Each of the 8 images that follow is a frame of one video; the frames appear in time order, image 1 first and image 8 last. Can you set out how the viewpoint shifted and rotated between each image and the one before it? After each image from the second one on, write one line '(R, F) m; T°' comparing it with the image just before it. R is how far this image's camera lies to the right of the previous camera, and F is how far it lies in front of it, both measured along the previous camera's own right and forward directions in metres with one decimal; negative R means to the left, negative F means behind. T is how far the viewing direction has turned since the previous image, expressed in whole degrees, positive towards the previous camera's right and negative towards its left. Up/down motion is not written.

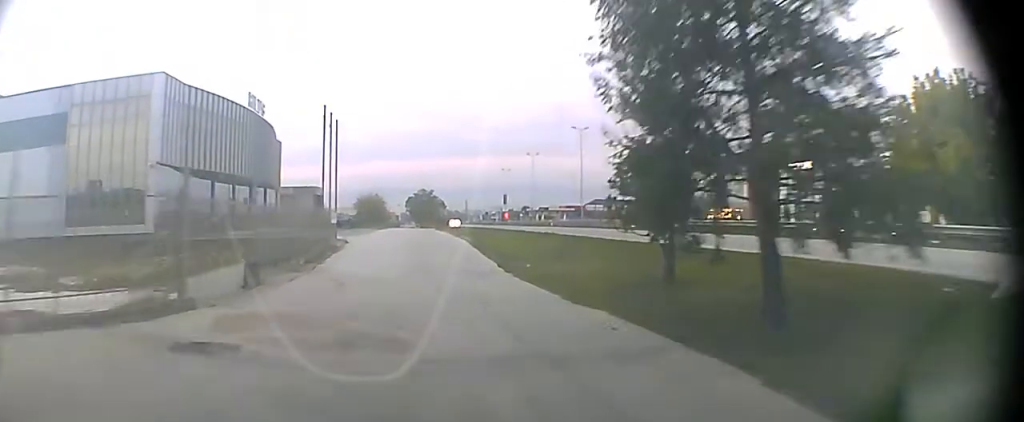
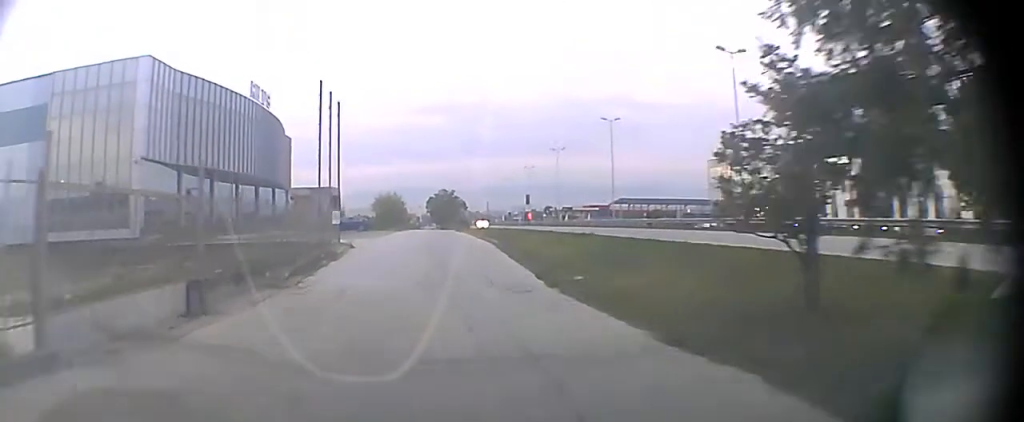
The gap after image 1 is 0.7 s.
(0.0, +5.5) m; -2°
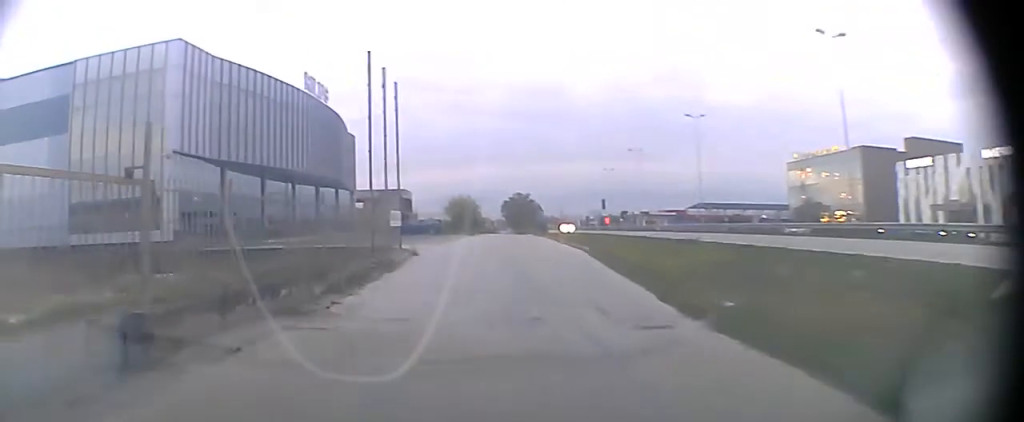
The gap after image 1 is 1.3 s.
(-0.1, +4.5) m; -2°
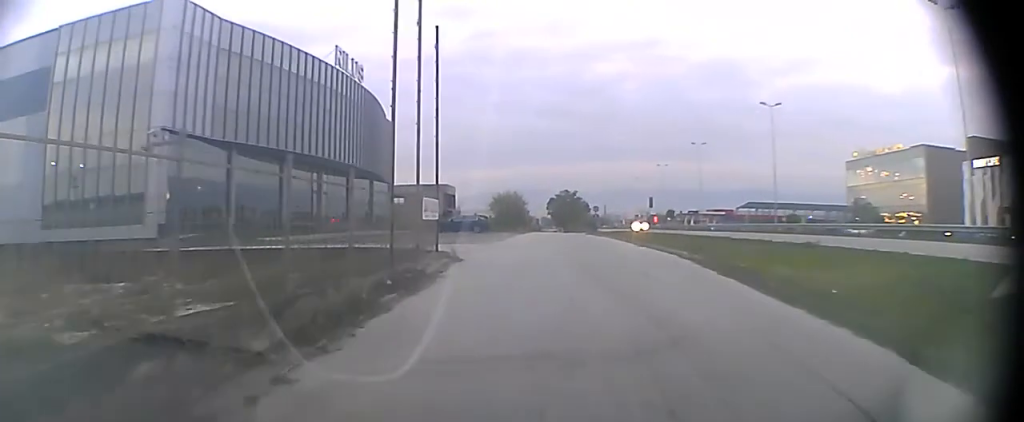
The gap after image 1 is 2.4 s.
(-0.2, +7.8) m; -1°
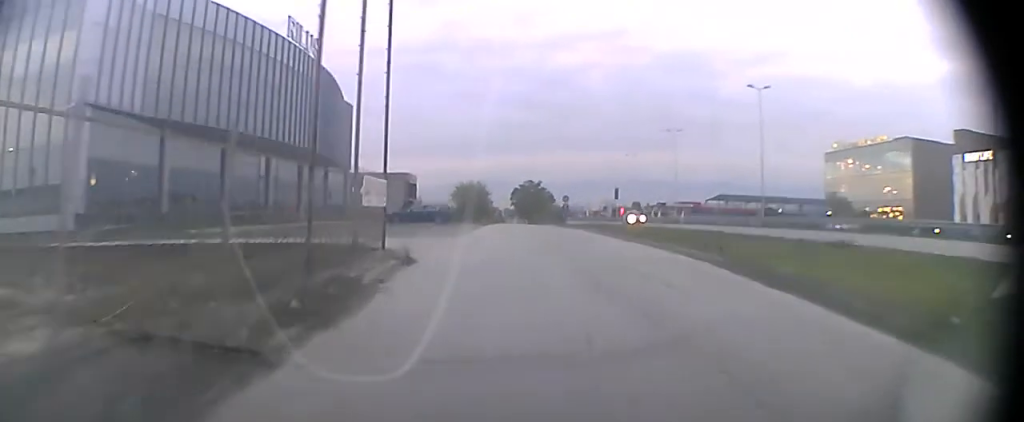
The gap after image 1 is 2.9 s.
(0.0, +3.9) m; 0°
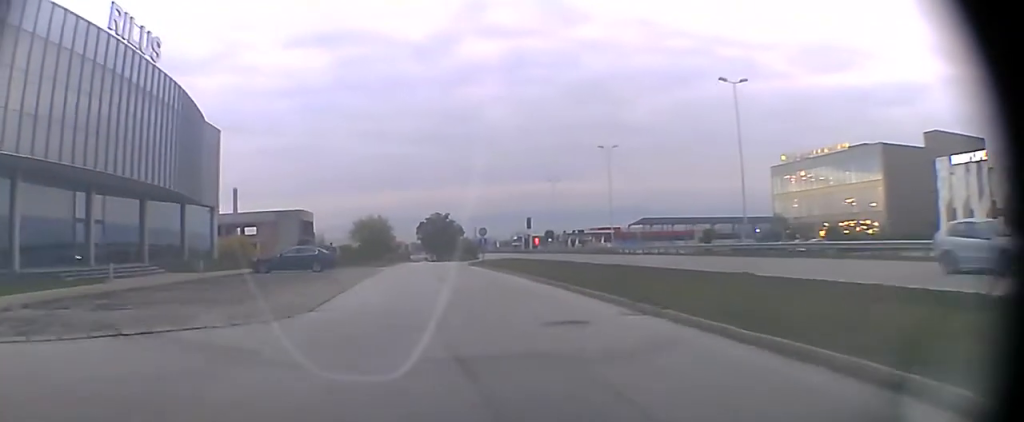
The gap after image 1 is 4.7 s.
(+0.3, +13.1) m; +6°
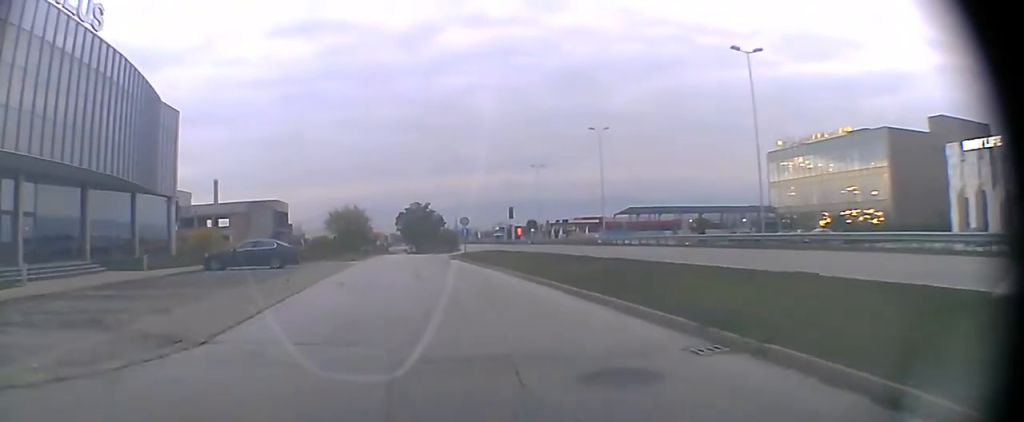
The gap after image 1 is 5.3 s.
(+0.3, +4.9) m; +2°
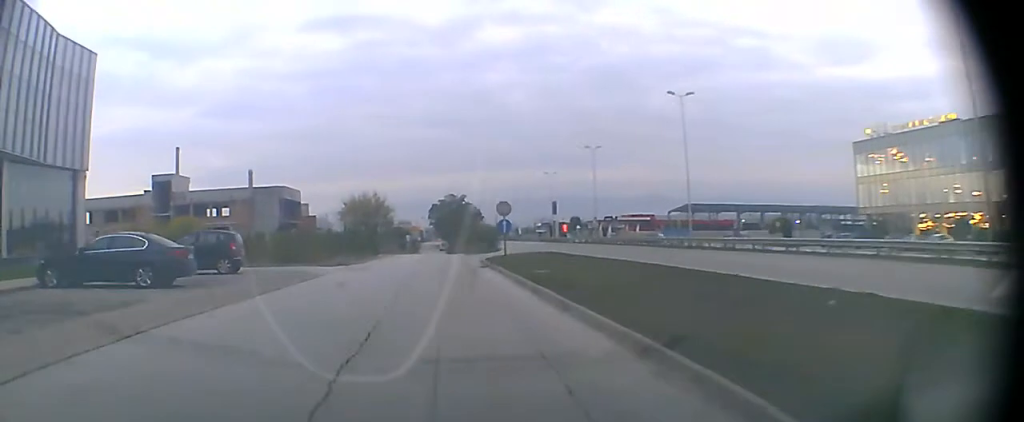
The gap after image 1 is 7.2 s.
(-0.1, +16.9) m; -1°
